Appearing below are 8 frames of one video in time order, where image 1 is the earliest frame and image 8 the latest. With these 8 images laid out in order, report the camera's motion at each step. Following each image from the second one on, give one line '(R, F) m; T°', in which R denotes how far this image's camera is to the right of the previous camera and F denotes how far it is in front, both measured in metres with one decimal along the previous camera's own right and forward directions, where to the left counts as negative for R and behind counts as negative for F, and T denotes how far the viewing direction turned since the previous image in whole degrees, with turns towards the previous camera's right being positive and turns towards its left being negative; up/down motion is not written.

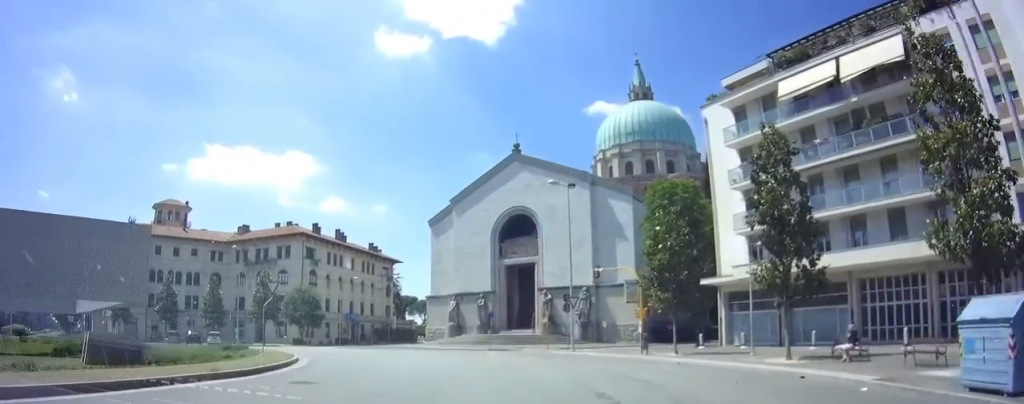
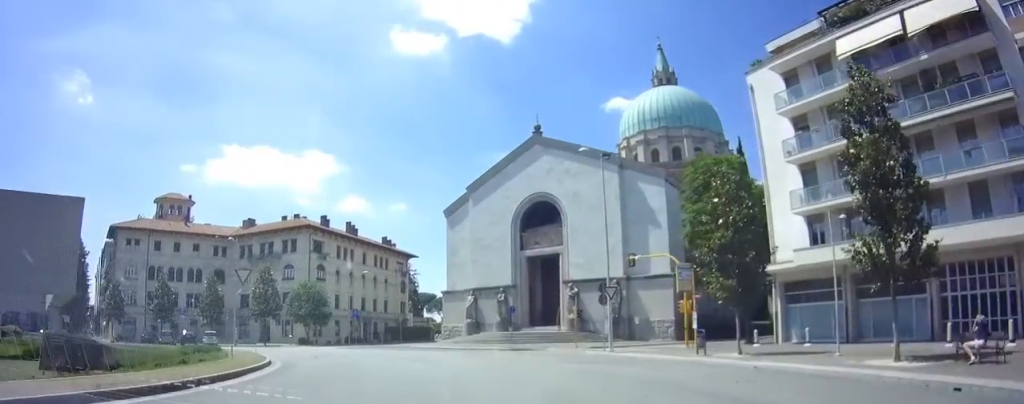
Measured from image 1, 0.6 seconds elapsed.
(+0.1, +4.9) m; +1°
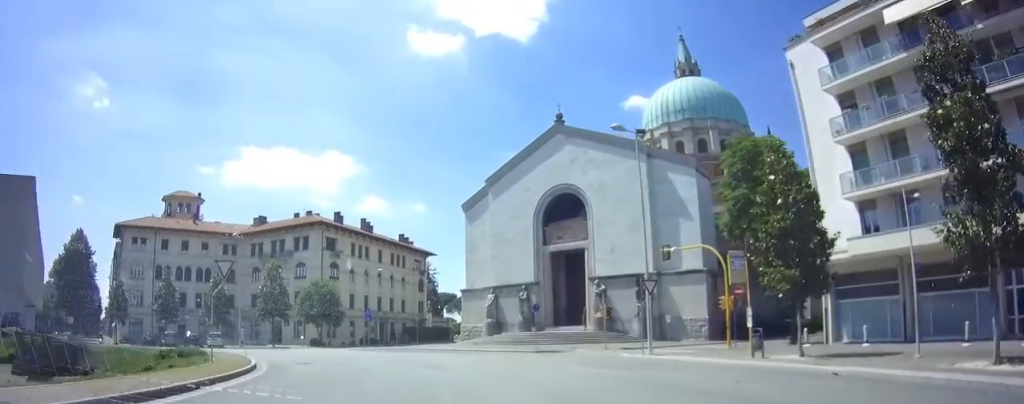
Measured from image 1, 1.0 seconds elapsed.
(+0.1, +3.2) m; -1°
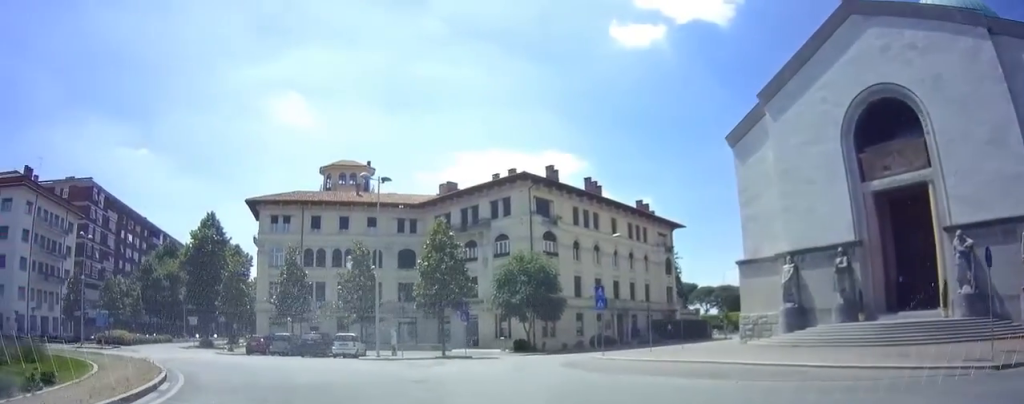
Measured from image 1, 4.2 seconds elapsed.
(-5.1, +22.0) m; -27°
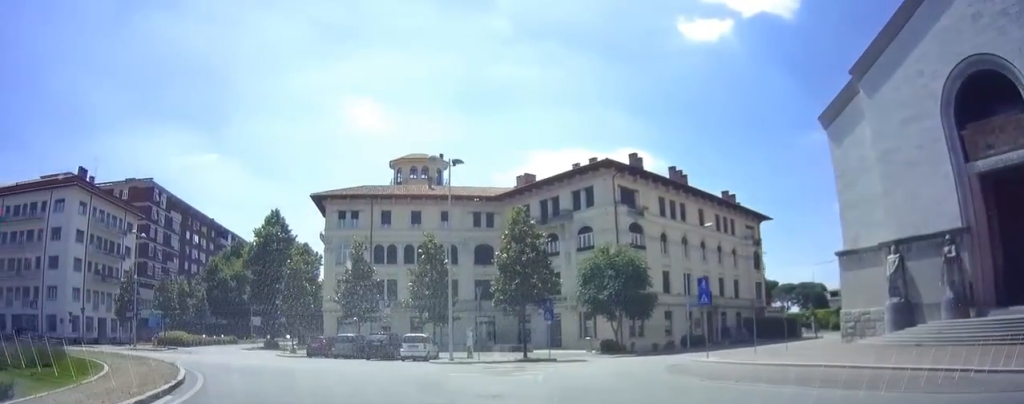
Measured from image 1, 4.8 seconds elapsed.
(-0.1, +3.3) m; -7°
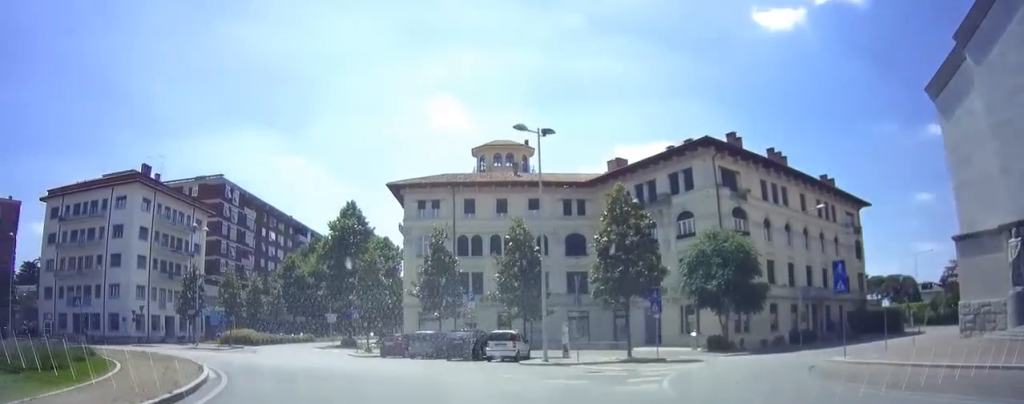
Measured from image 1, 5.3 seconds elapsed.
(+0.2, +3.2) m; -8°
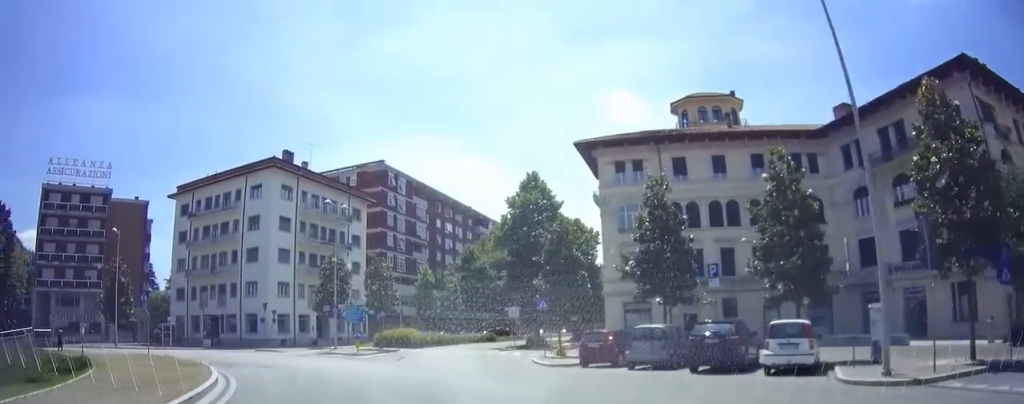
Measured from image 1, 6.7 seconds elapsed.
(-2.2, +8.8) m; -21°
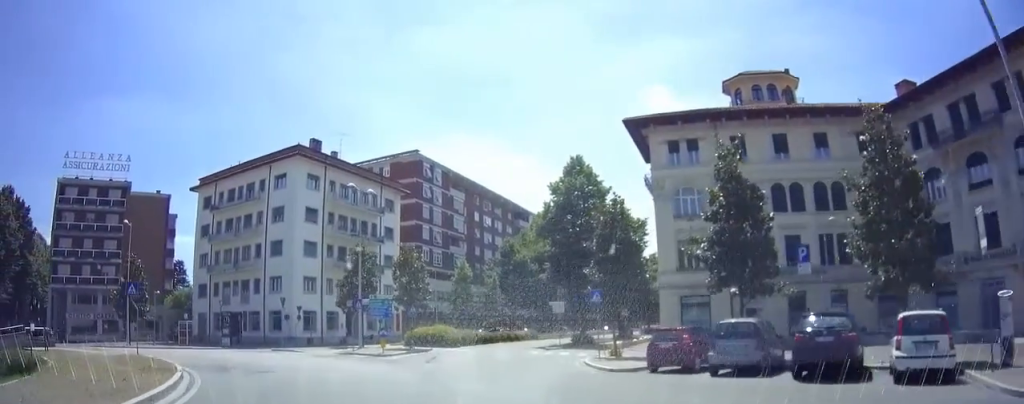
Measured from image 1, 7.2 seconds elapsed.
(-0.1, +3.5) m; -5°
